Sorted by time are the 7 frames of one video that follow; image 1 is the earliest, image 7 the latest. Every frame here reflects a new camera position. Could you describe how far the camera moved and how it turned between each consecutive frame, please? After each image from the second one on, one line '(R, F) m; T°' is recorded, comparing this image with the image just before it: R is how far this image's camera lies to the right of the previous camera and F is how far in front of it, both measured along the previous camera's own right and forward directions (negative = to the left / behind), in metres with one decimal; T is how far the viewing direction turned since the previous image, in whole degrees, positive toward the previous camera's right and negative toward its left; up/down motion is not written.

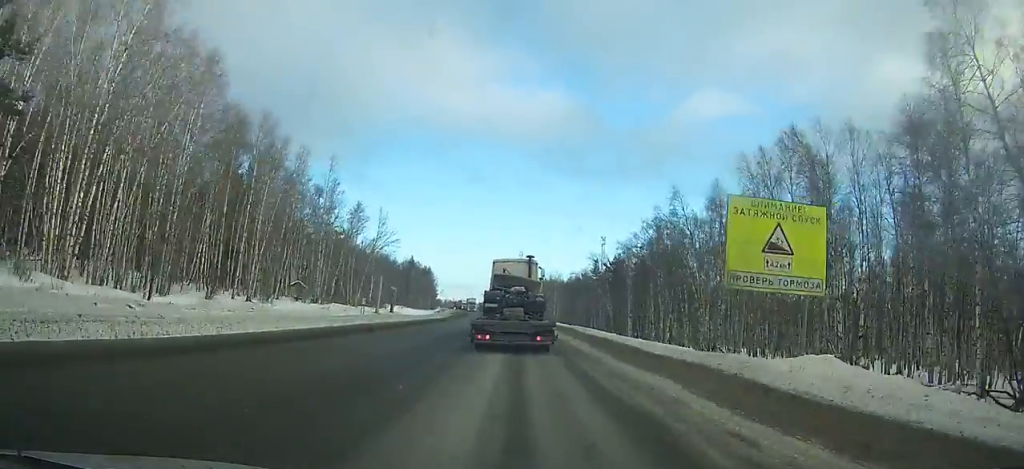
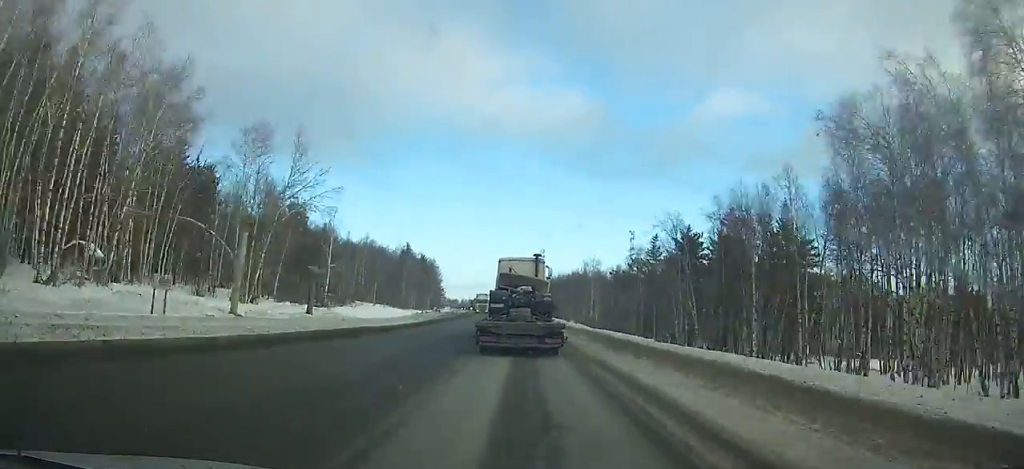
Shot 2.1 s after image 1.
(-0.6, +39.4) m; -2°
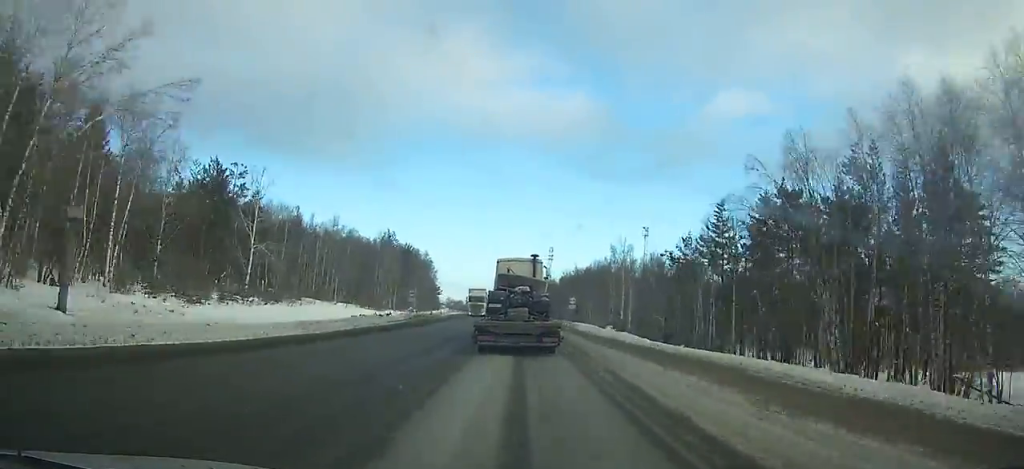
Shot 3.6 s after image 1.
(-0.6, +27.2) m; -1°
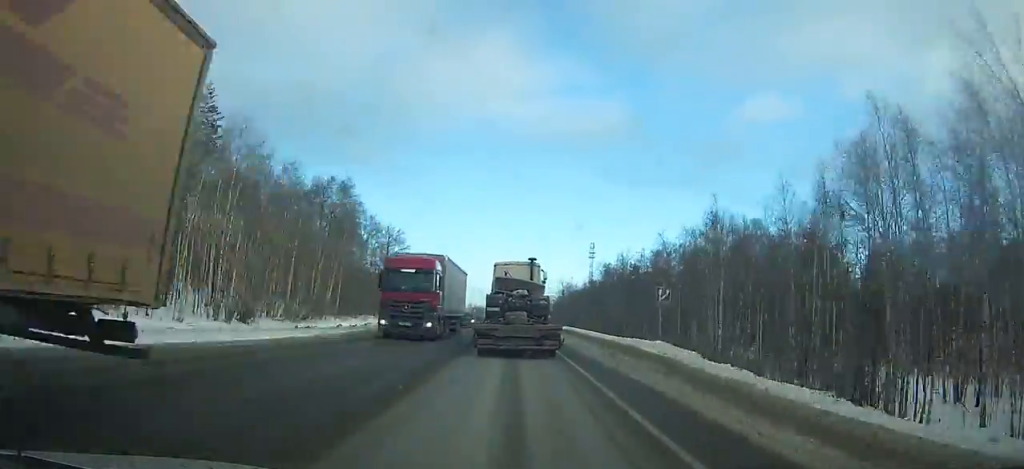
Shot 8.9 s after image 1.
(-1.8, +93.5) m; -2°
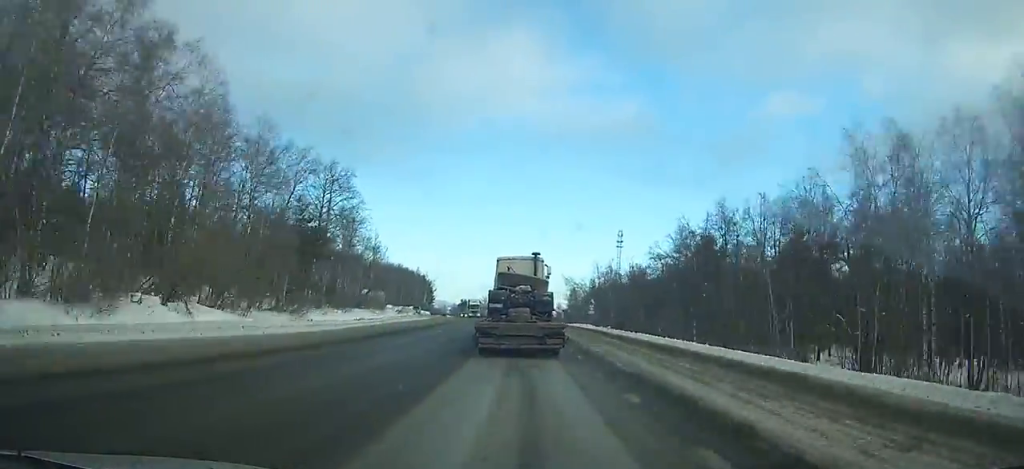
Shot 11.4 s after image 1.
(-0.4, +43.3) m; -2°
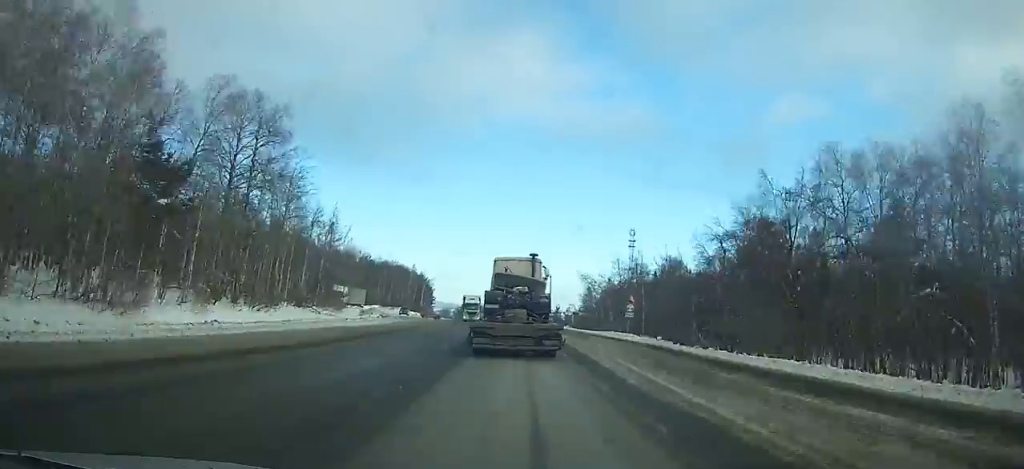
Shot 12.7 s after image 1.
(-0.1, +22.4) m; -1°
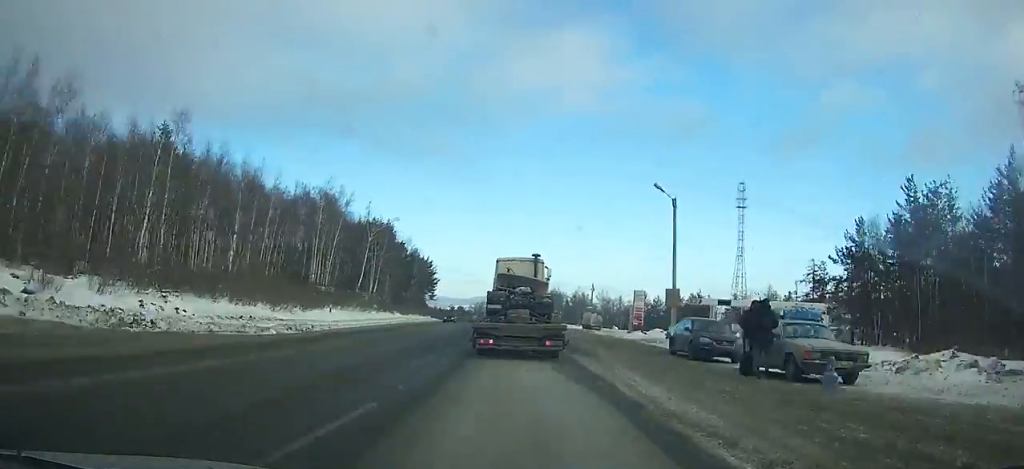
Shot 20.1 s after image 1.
(-6.2, +126.7) m; -5°
